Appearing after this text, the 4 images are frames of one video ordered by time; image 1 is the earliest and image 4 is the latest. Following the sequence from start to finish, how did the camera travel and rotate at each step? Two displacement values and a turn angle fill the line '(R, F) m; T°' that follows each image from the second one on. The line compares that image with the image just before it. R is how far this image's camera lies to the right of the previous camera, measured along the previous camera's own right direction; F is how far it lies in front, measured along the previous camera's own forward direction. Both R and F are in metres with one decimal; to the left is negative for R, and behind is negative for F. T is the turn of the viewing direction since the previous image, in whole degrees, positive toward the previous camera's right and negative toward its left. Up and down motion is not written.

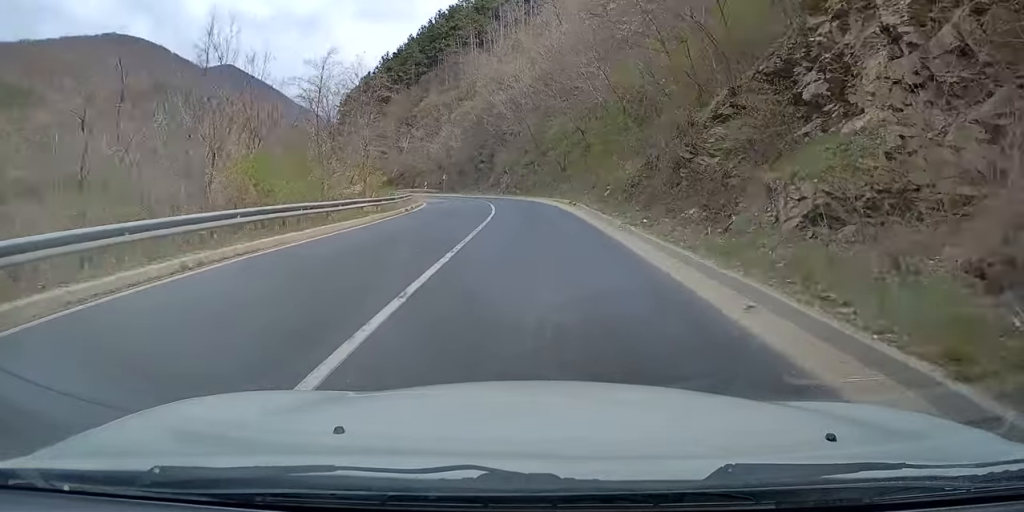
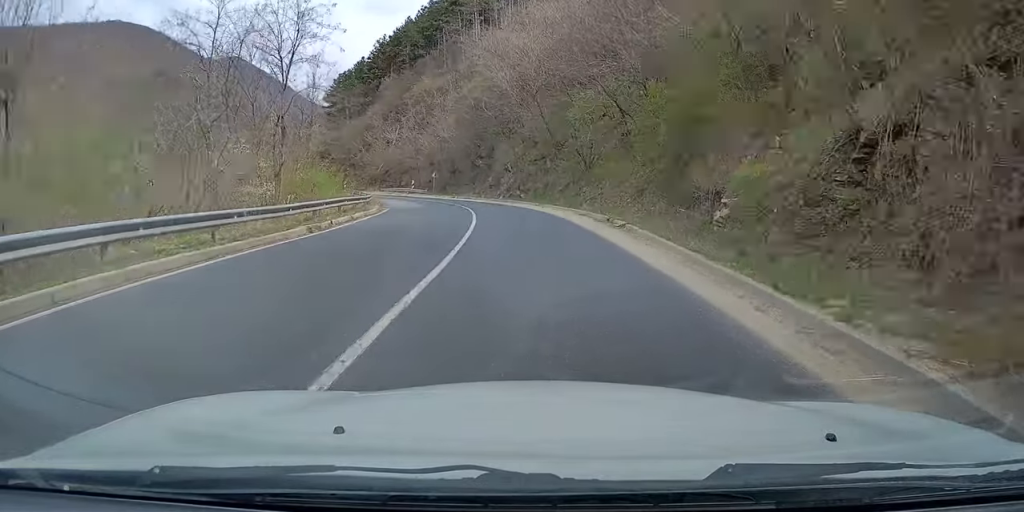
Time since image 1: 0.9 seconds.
(-0.3, +16.3) m; -3°
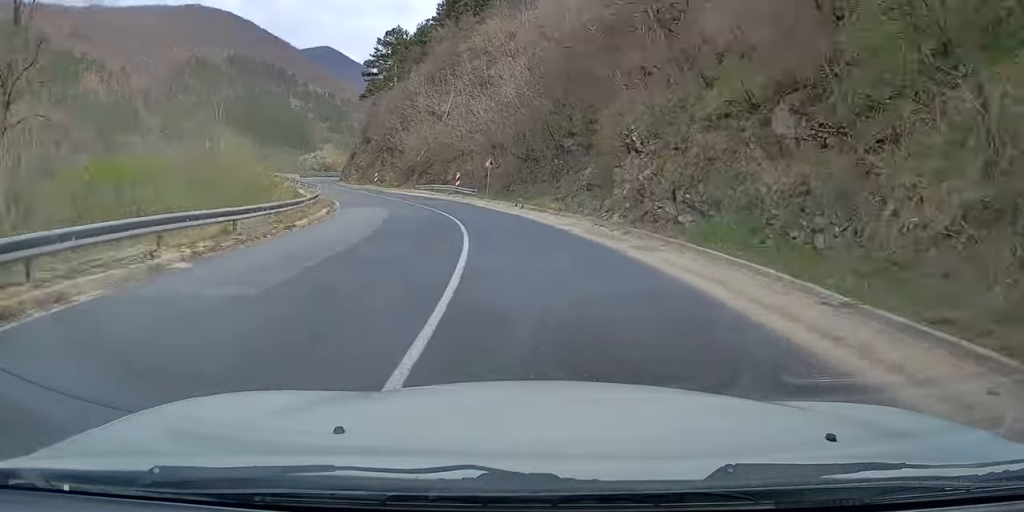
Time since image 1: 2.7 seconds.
(-3.1, +33.8) m; -13°
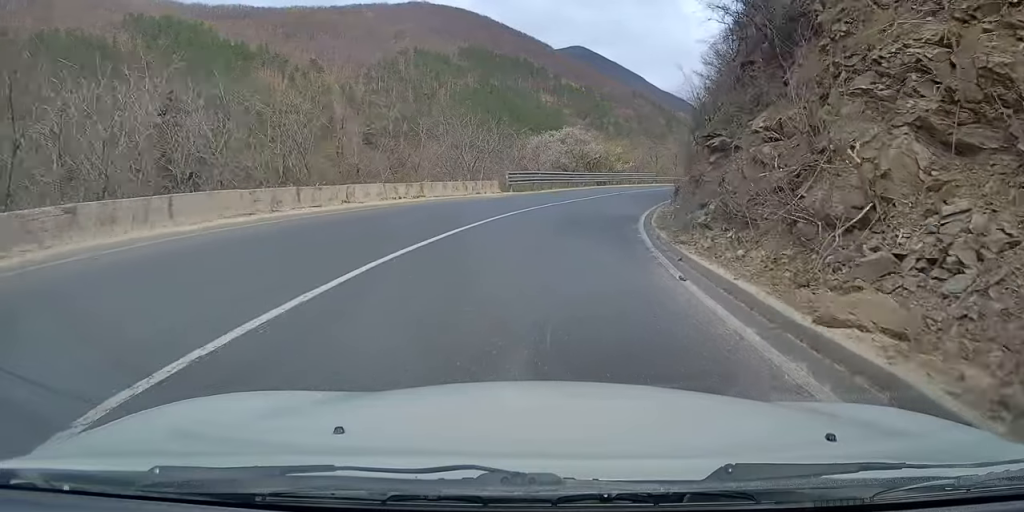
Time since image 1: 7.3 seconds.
(-21.7, +94.3) m; -10°
